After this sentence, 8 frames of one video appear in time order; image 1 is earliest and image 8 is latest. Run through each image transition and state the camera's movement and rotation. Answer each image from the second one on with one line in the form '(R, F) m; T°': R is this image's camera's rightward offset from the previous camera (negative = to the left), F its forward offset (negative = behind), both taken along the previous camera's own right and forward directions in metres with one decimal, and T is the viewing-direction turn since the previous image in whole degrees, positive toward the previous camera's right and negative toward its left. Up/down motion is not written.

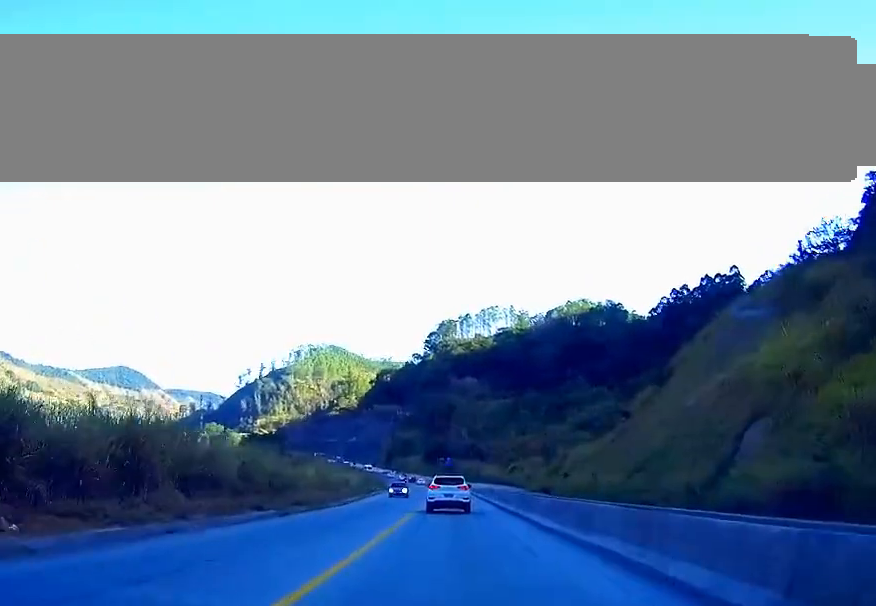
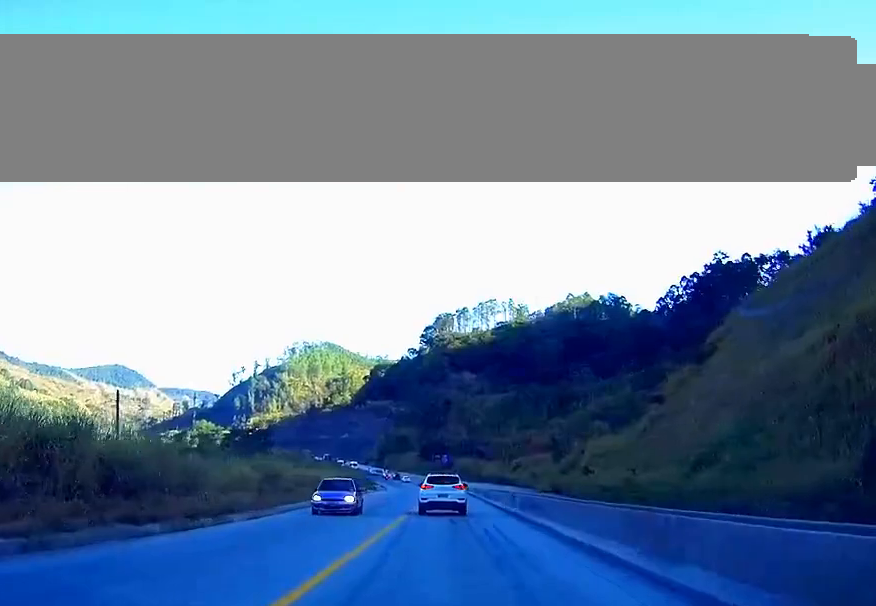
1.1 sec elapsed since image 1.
(0.0, +21.2) m; 0°
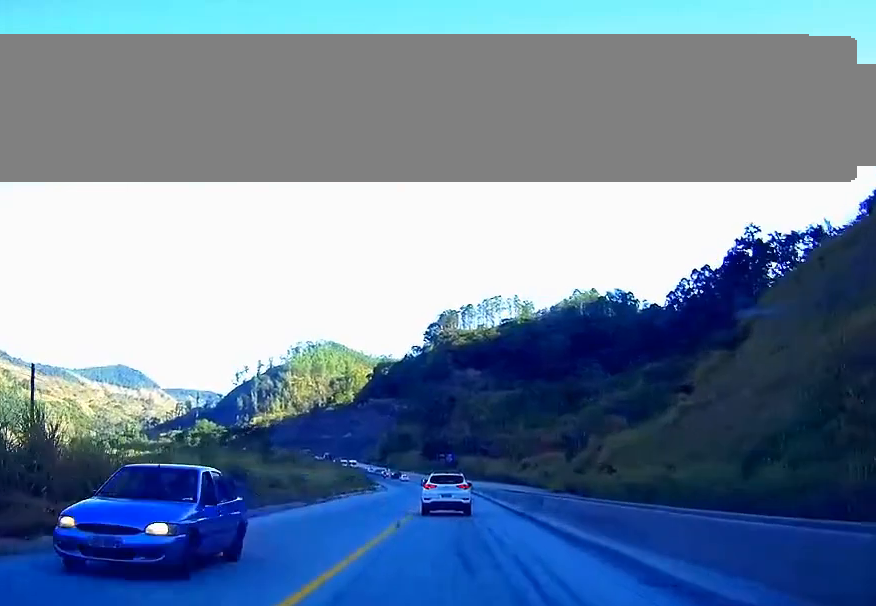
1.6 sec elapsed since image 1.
(0.0, +10.4) m; 0°
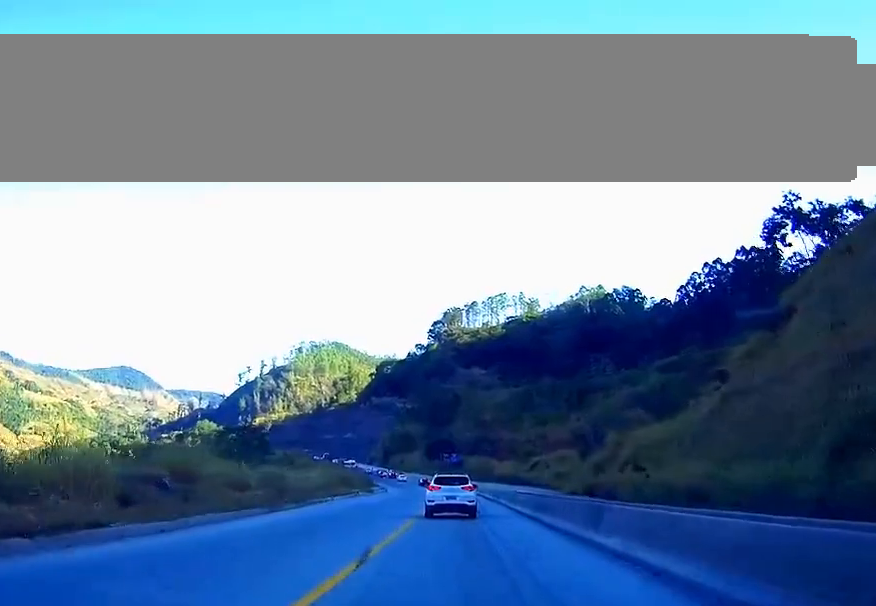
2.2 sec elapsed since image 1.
(0.0, +10.9) m; 0°
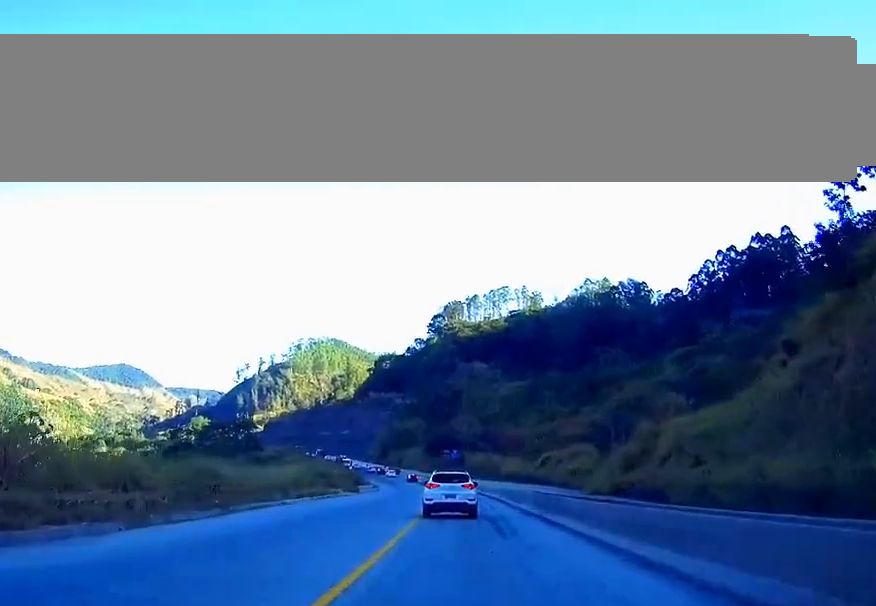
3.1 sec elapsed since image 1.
(0.0, +17.0) m; 0°
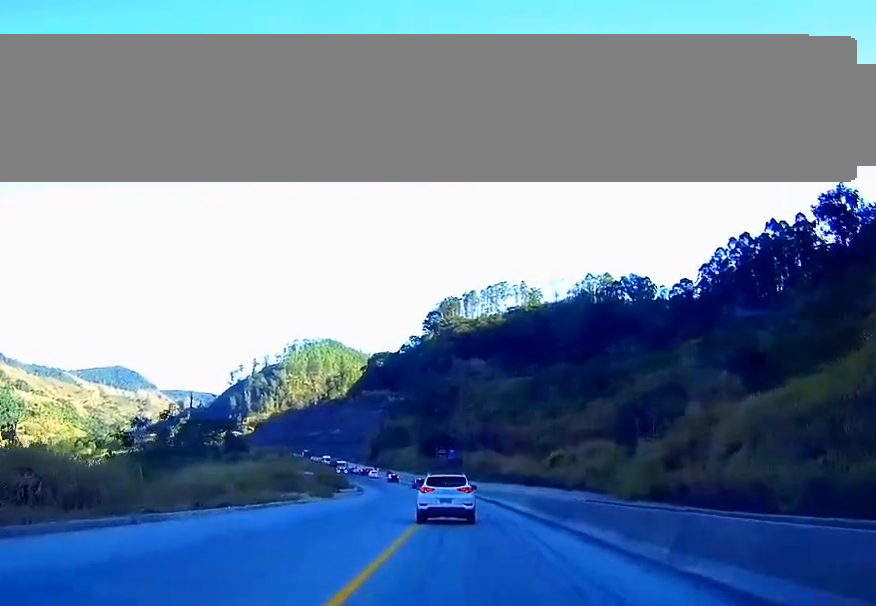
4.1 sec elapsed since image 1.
(+0.1, +19.3) m; 0°
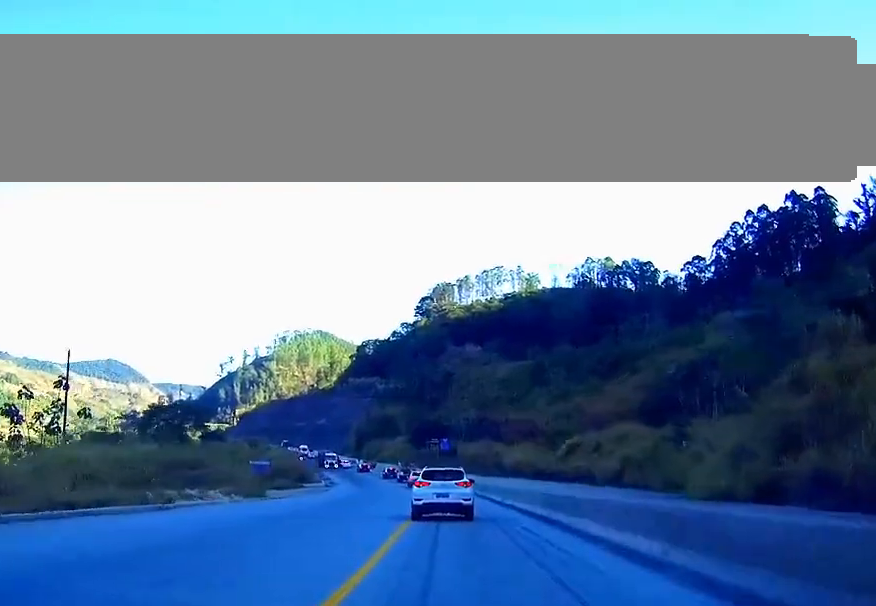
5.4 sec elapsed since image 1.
(0.0, +24.5) m; 0°
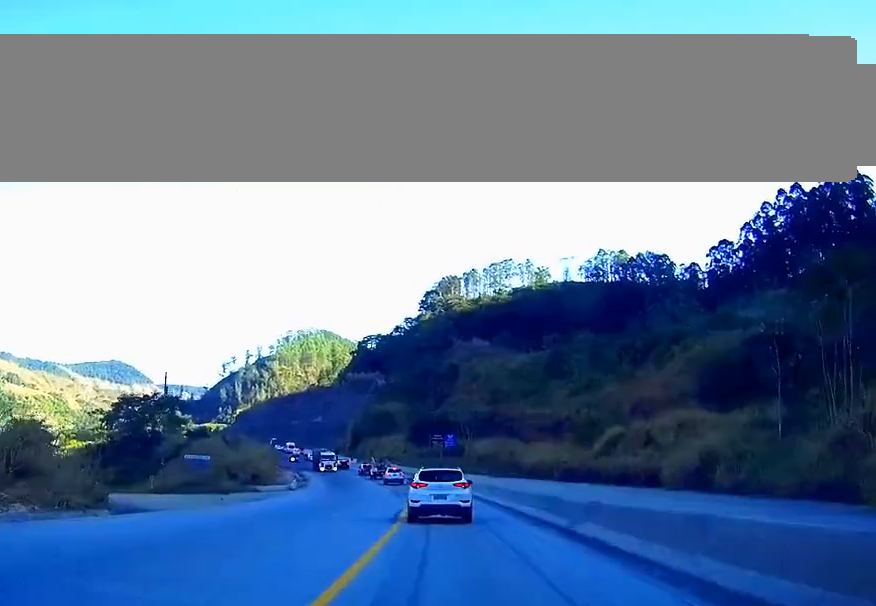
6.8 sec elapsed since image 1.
(+0.1, +24.4) m; 0°
